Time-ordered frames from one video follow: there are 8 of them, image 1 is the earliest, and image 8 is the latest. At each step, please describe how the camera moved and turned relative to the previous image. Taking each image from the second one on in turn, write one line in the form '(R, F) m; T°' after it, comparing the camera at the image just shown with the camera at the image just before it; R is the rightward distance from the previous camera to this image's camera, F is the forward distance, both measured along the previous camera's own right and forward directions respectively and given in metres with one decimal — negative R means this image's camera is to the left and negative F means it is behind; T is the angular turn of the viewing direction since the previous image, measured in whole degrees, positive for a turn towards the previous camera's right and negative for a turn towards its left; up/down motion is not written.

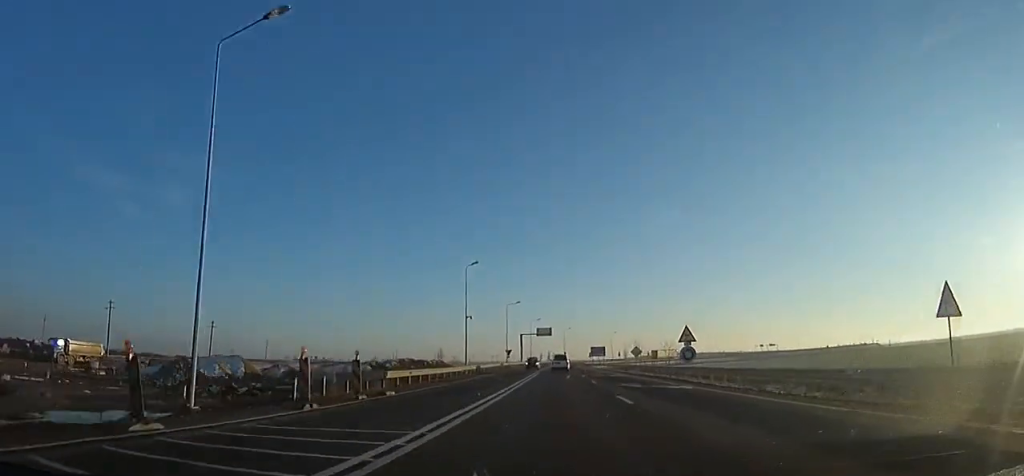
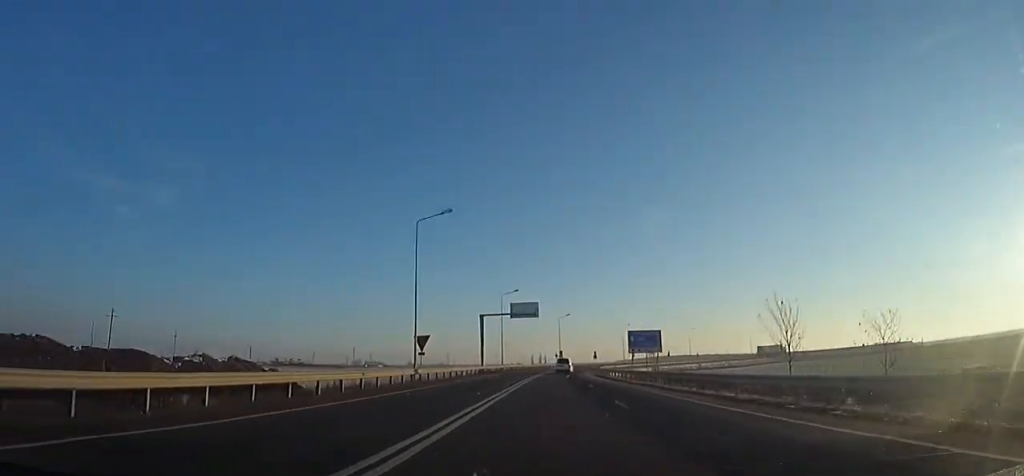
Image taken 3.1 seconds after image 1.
(0.0, +50.7) m; +1°
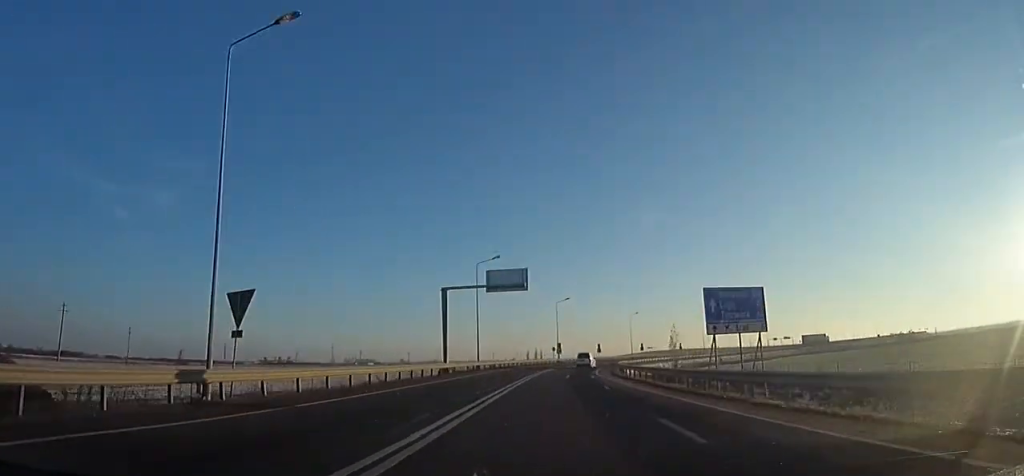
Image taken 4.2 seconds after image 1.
(+0.1, +18.7) m; +2°
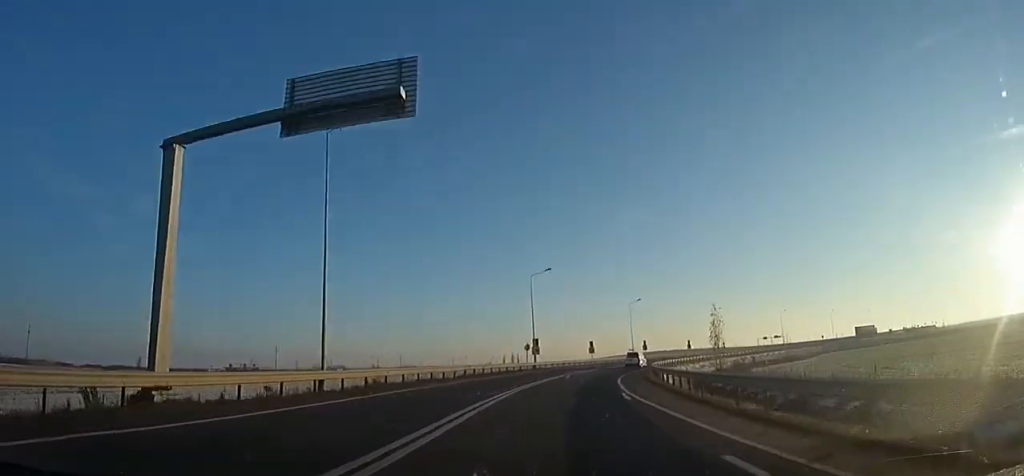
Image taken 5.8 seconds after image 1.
(+0.3, +29.0) m; +5°
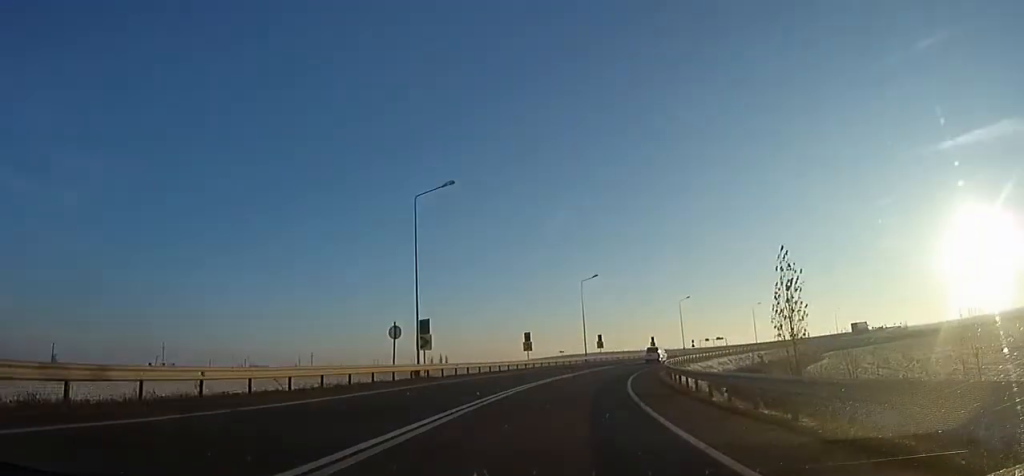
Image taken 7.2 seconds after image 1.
(+1.8, +26.1) m; +7°
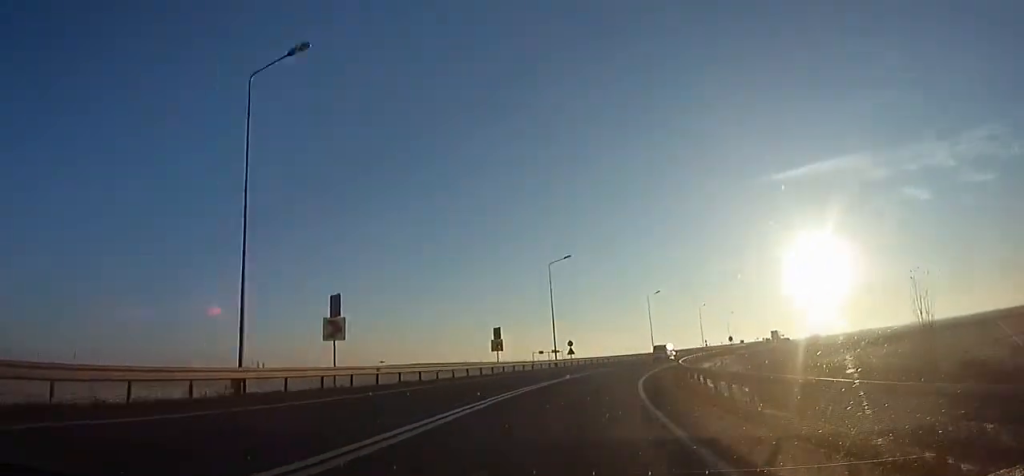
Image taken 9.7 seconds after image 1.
(+4.4, +46.5) m; +18°
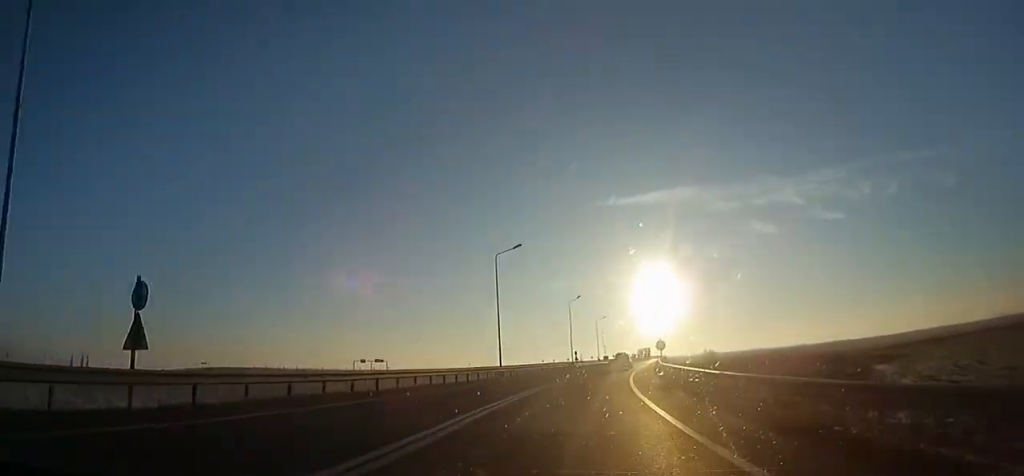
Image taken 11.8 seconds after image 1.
(+8.1, +41.3) m; +18°
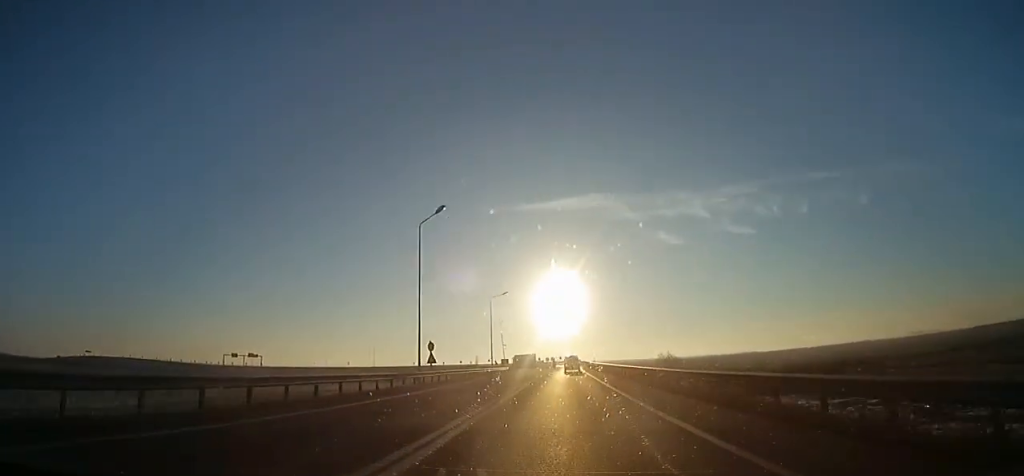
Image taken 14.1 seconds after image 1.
(+5.3, +44.2) m; +10°
